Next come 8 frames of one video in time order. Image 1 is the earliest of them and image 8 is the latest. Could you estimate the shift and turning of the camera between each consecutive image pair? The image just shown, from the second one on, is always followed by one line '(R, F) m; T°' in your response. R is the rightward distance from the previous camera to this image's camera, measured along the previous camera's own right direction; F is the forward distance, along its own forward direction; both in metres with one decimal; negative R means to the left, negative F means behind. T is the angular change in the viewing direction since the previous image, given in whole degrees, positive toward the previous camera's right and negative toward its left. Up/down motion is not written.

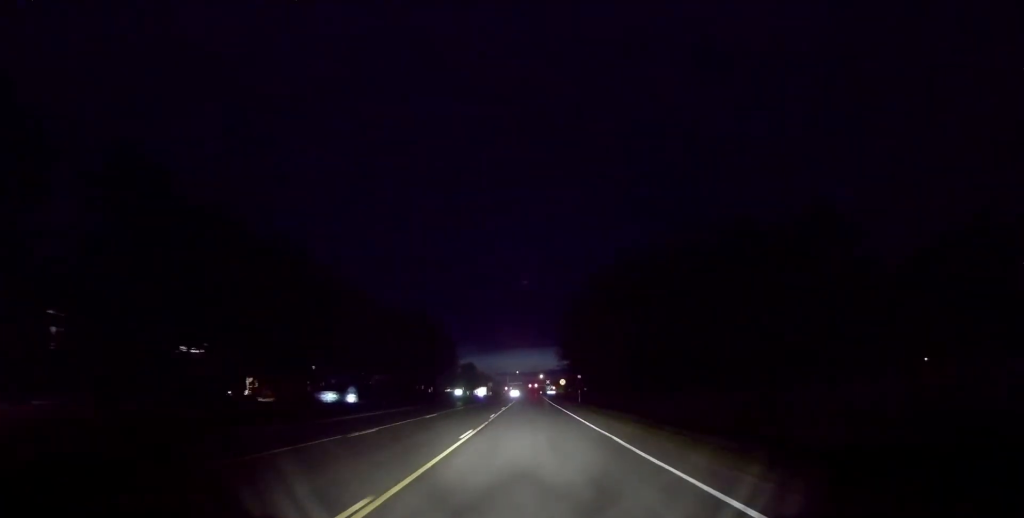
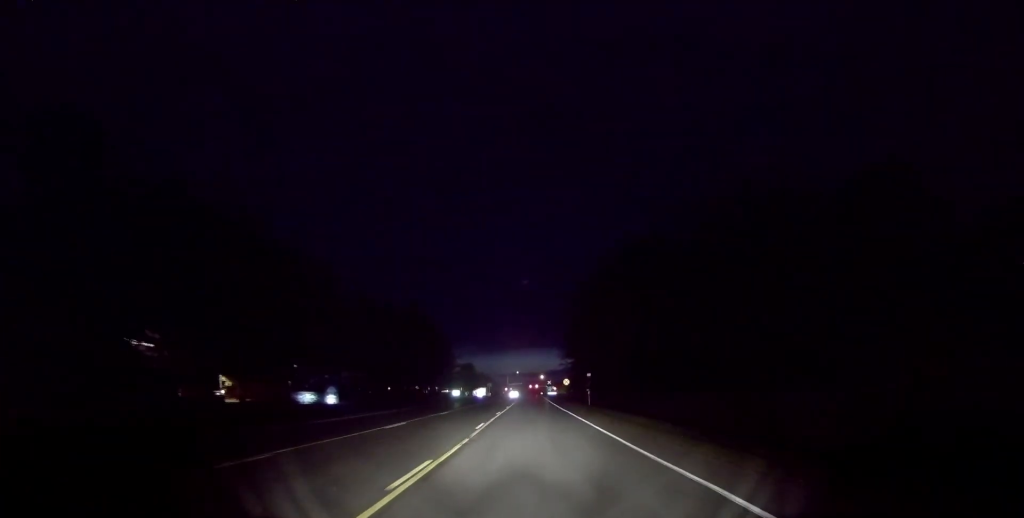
(+0.2, +8.5) m; +1°
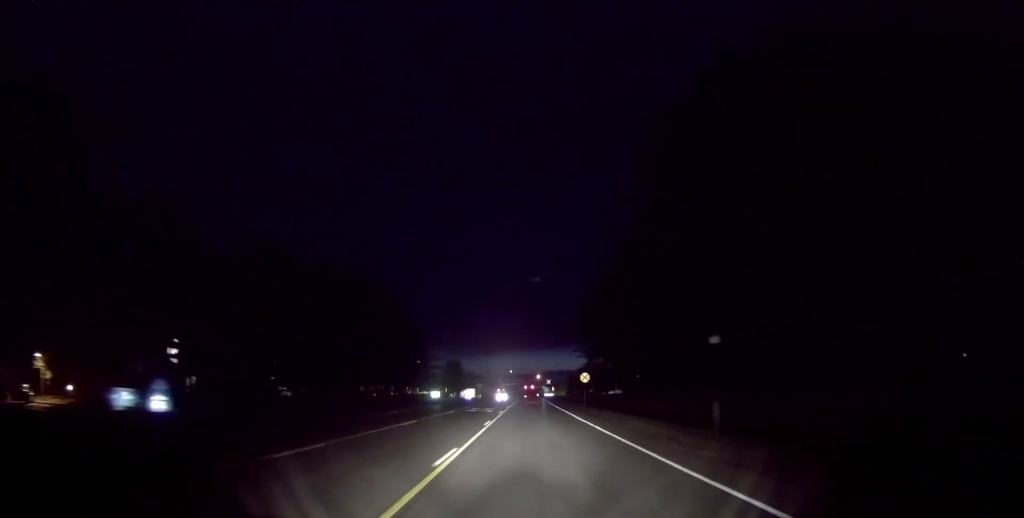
(+0.3, +34.7) m; +2°
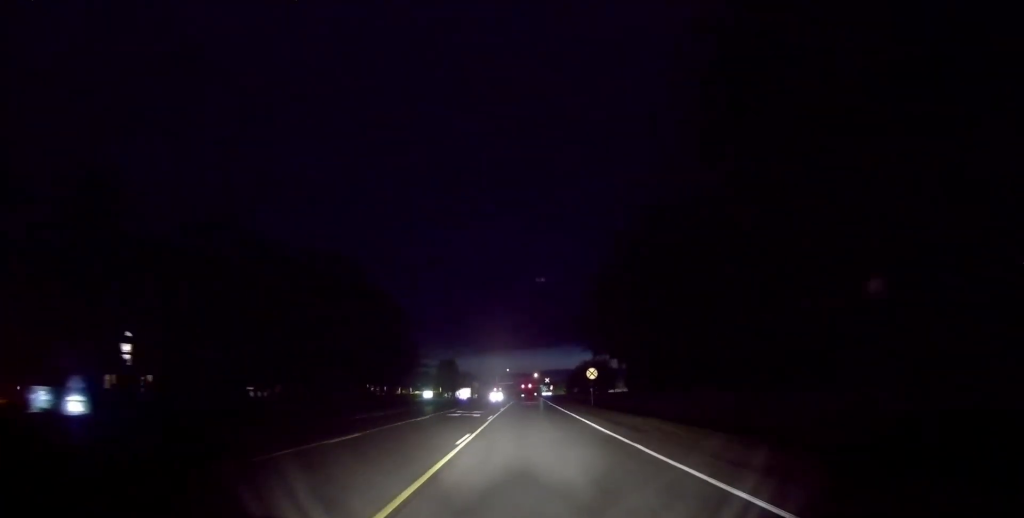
(-0.1, +8.7) m; +1°
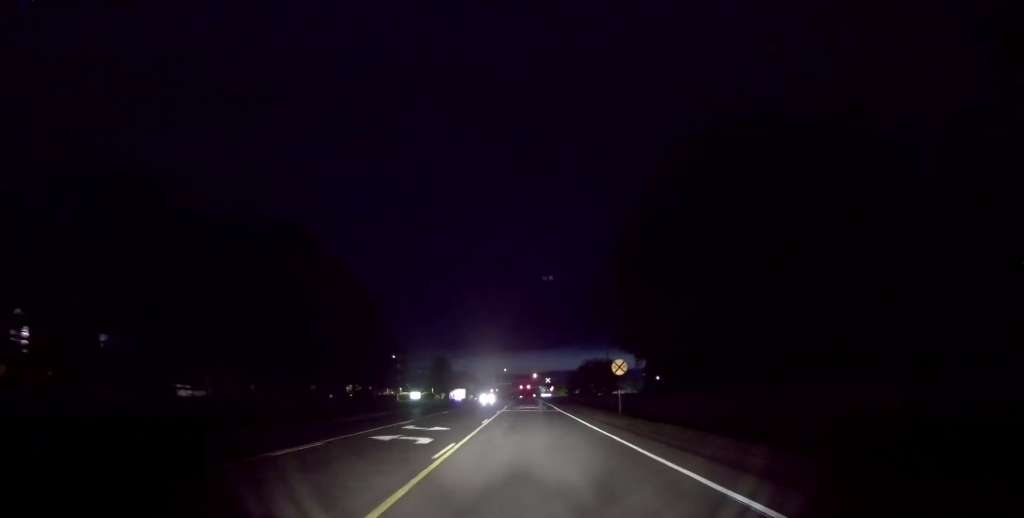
(+0.5, +15.4) m; 0°
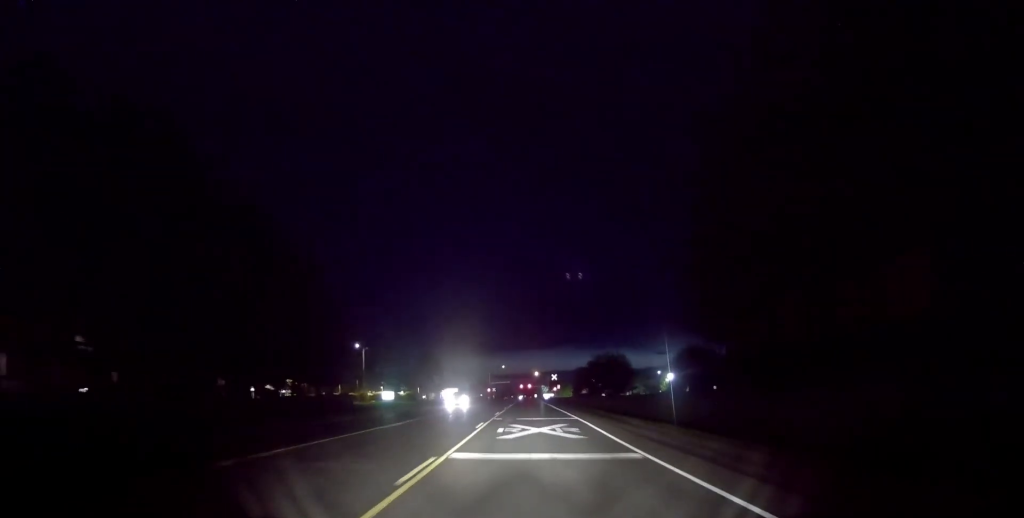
(-0.7, +28.6) m; -2°
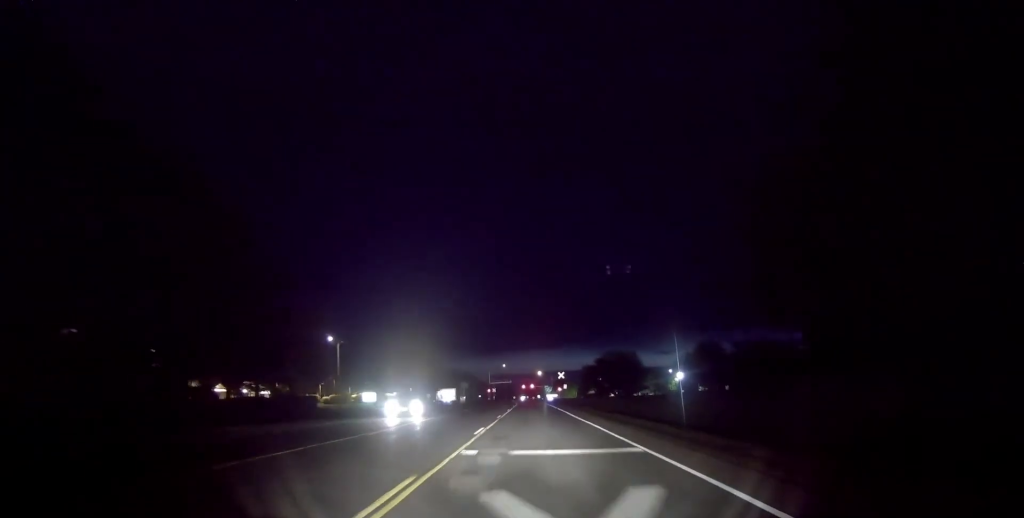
(0.0, +15.6) m; 0°
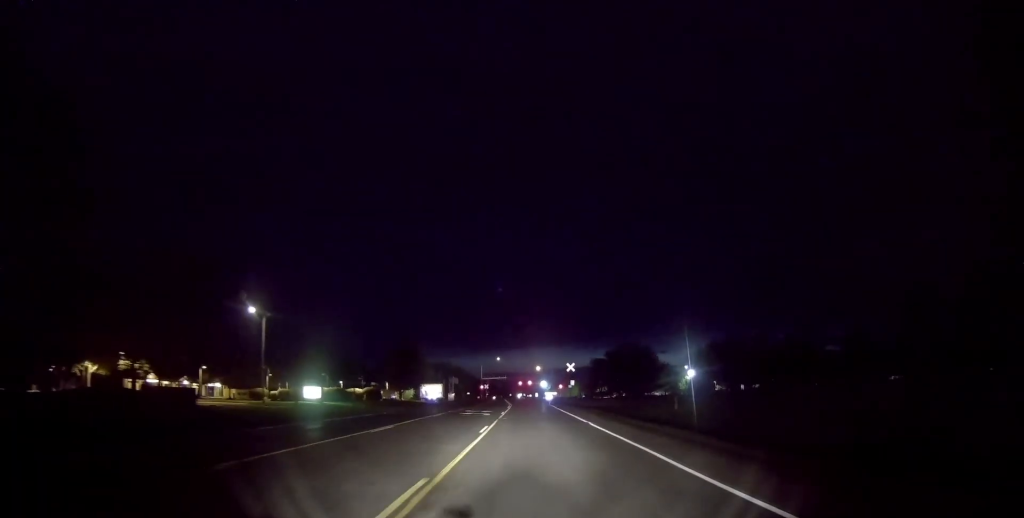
(0.0, +27.3) m; +1°
